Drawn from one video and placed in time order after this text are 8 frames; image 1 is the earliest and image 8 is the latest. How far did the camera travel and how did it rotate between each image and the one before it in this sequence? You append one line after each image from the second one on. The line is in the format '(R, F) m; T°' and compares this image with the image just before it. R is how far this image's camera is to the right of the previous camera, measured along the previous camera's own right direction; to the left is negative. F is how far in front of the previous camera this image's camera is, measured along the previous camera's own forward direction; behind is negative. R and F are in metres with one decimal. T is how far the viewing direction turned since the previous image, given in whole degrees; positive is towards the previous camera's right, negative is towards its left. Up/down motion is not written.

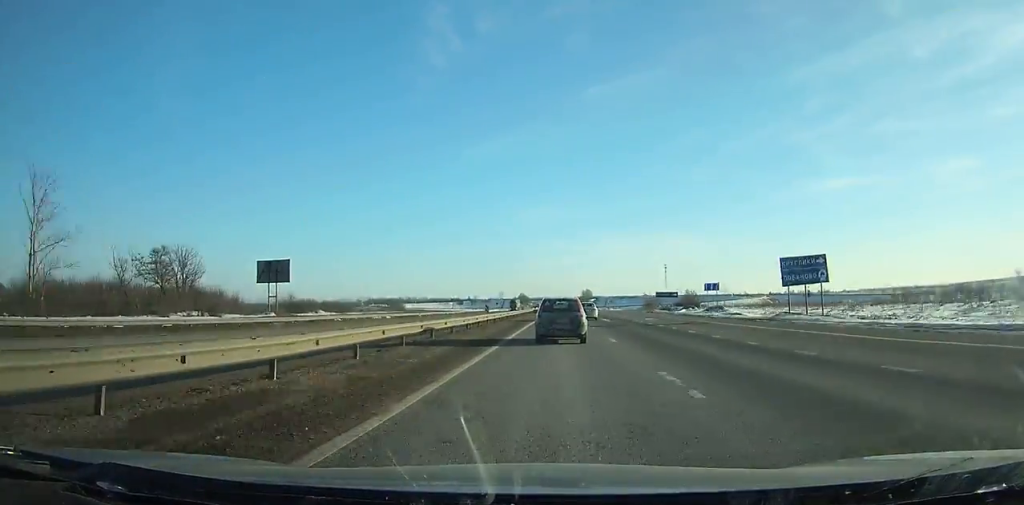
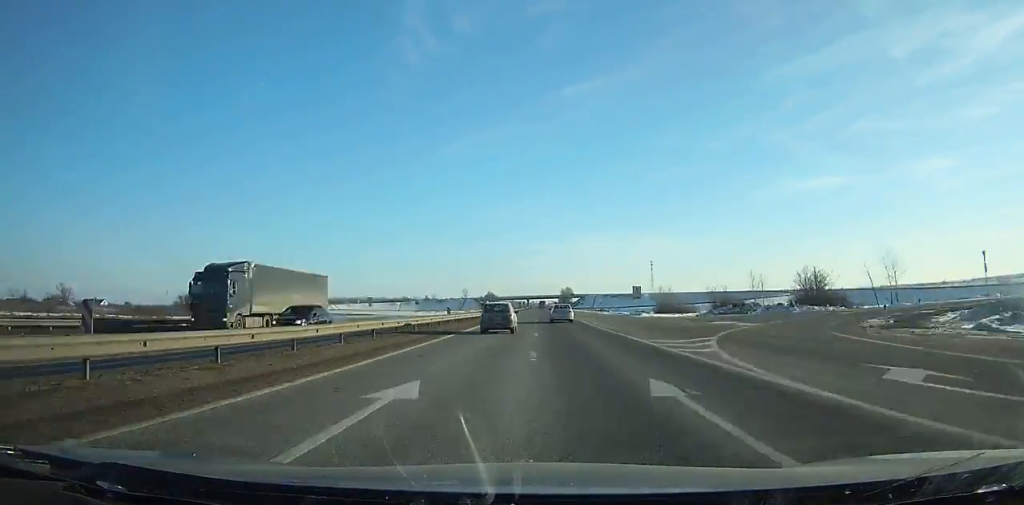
(+1.0, +100.3) m; 0°
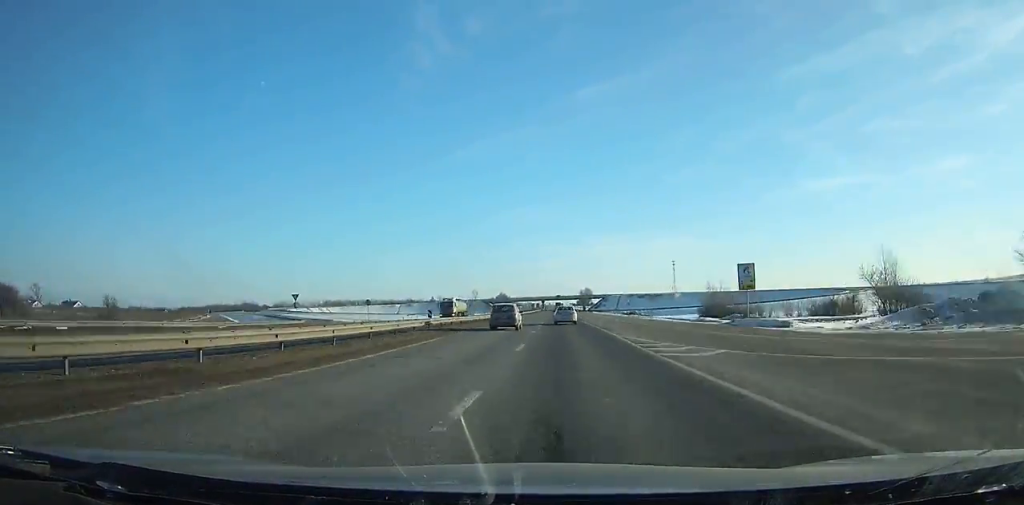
(-0.2, +43.7) m; 0°
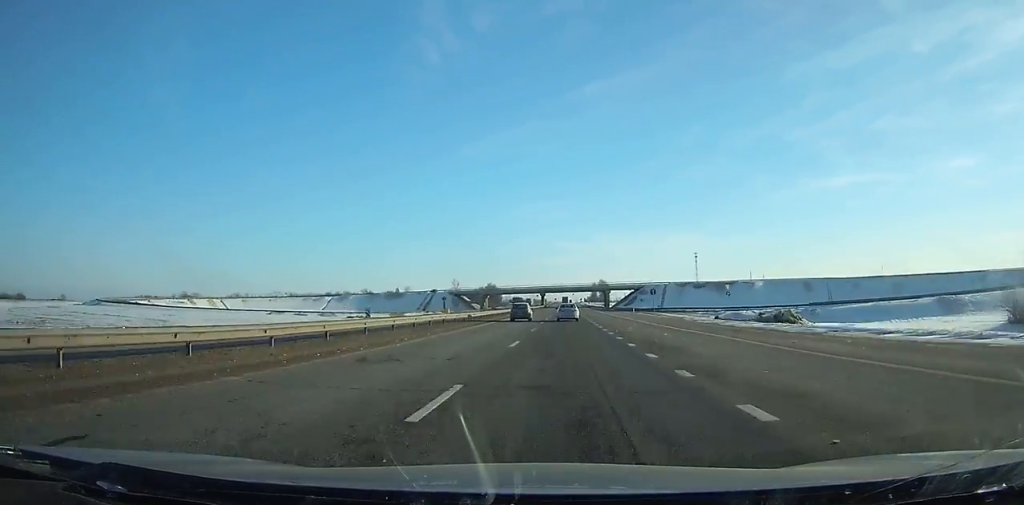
(-1.5, +118.6) m; -1°
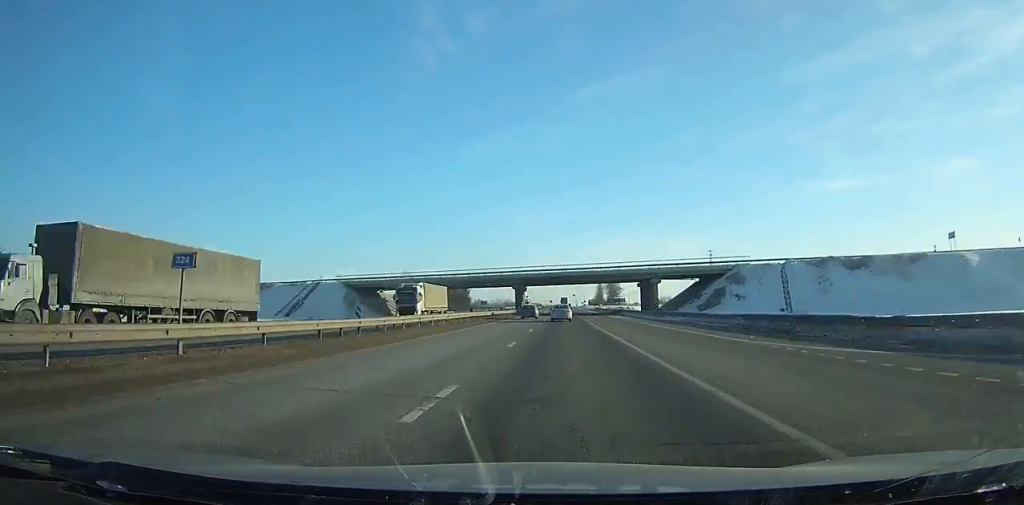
(0.0, +107.3) m; 0°
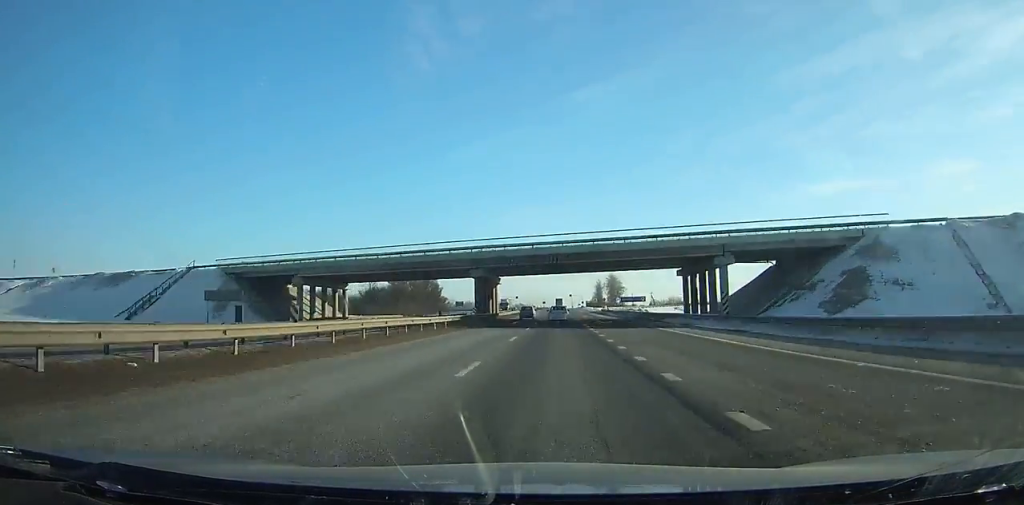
(-0.1, +43.1) m; 0°
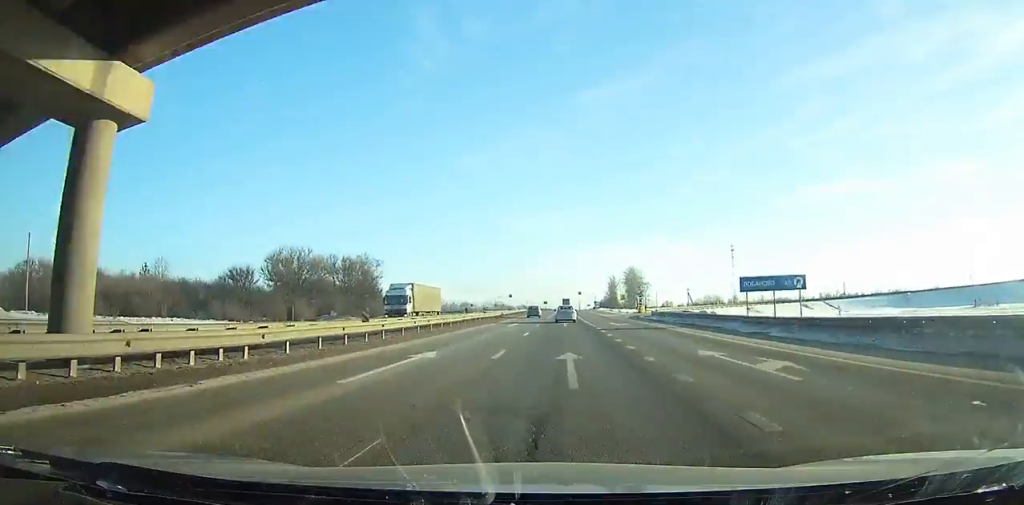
(0.0, +67.5) m; 0°
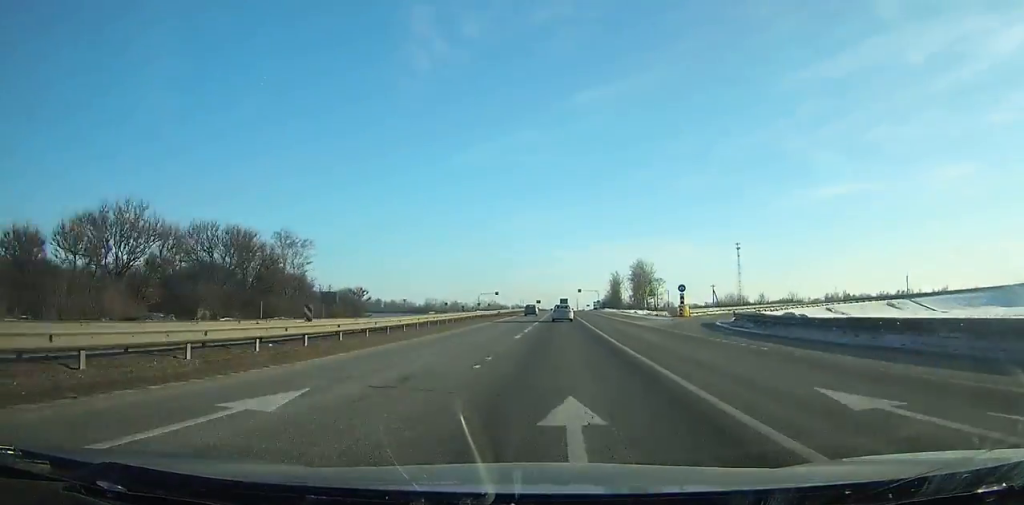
(0.0, +37.9) m; 0°
